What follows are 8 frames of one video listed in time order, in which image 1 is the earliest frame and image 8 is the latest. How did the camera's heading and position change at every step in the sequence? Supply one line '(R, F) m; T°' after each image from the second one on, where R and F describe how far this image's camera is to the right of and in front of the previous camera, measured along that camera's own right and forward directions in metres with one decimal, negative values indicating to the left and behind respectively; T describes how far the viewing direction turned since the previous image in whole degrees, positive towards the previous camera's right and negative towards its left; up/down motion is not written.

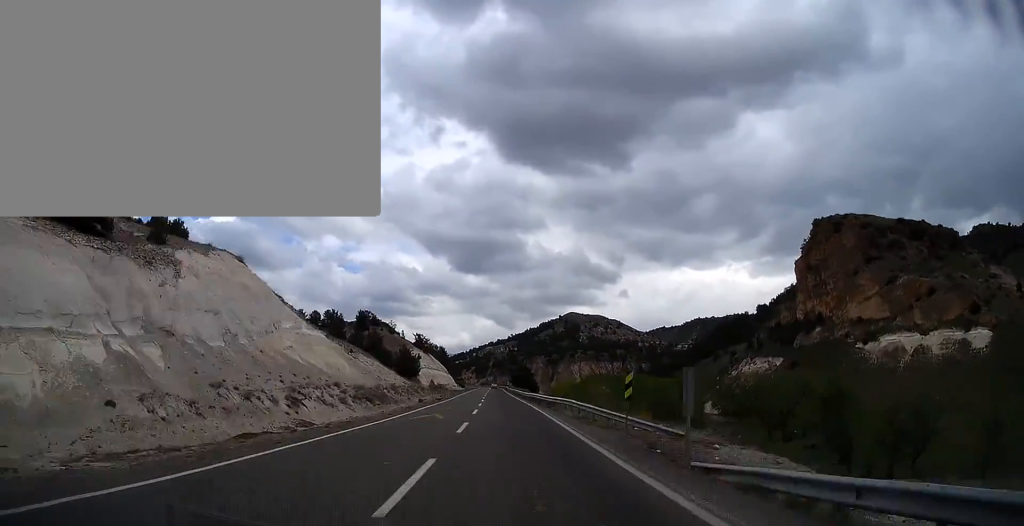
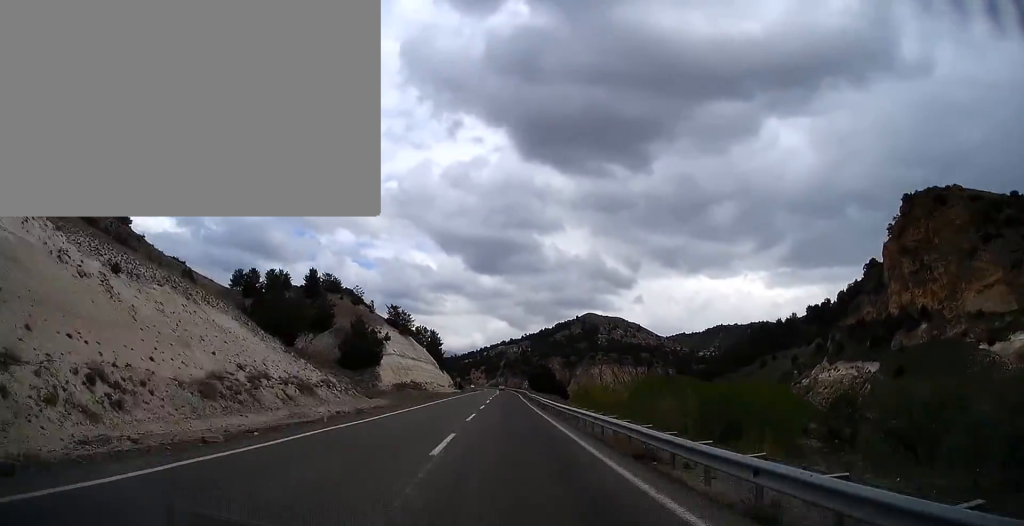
(+0.8, +66.1) m; 0°
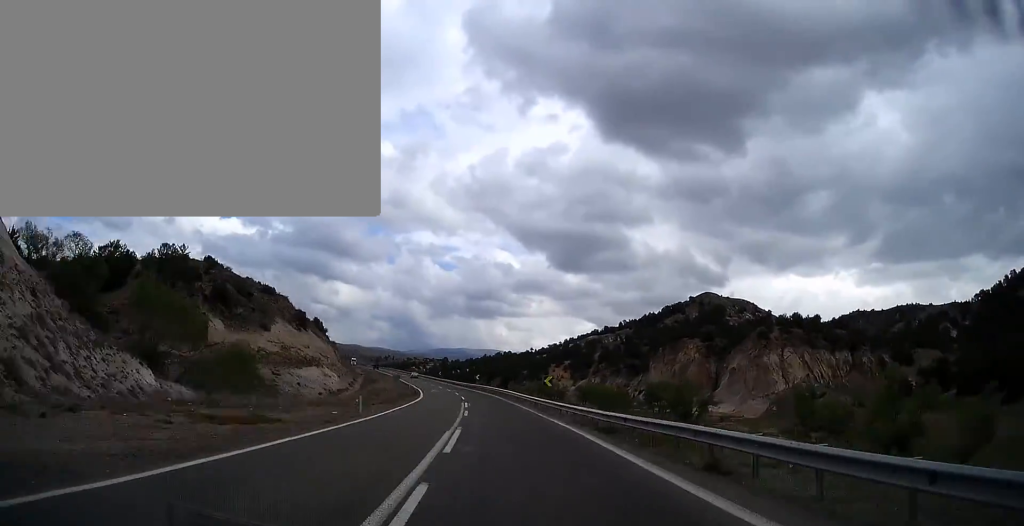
(-18.3, +269.3) m; -14°
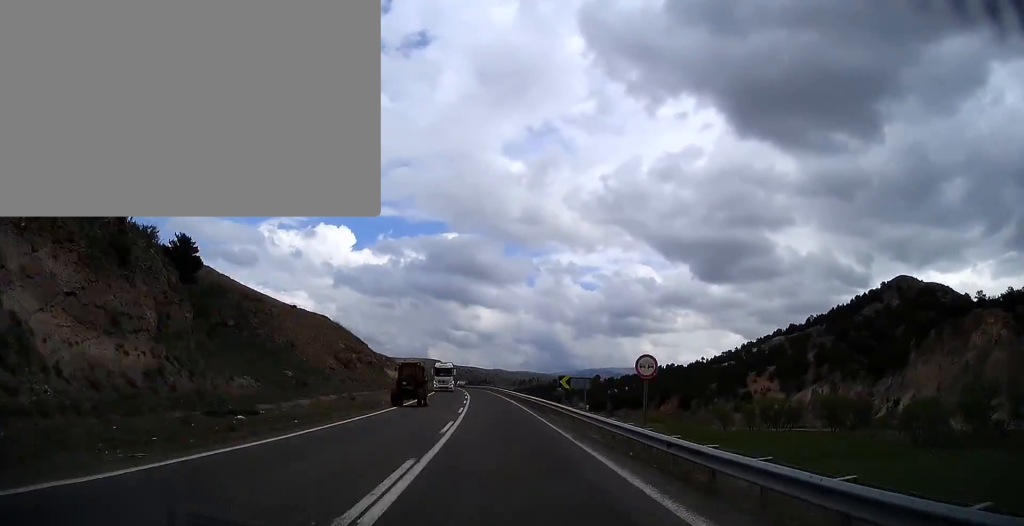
(-17.8, +150.6) m; -10°
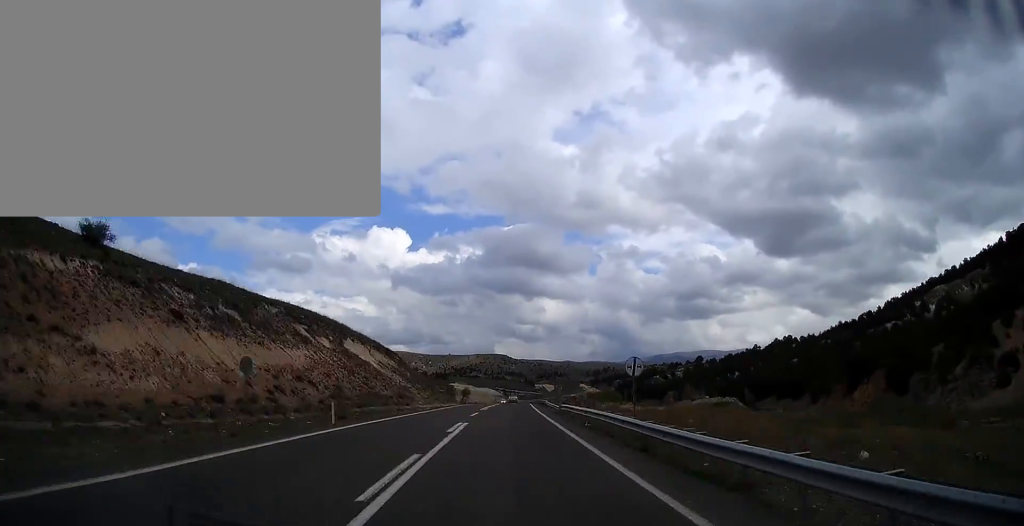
(-9.3, +164.5) m; -3°
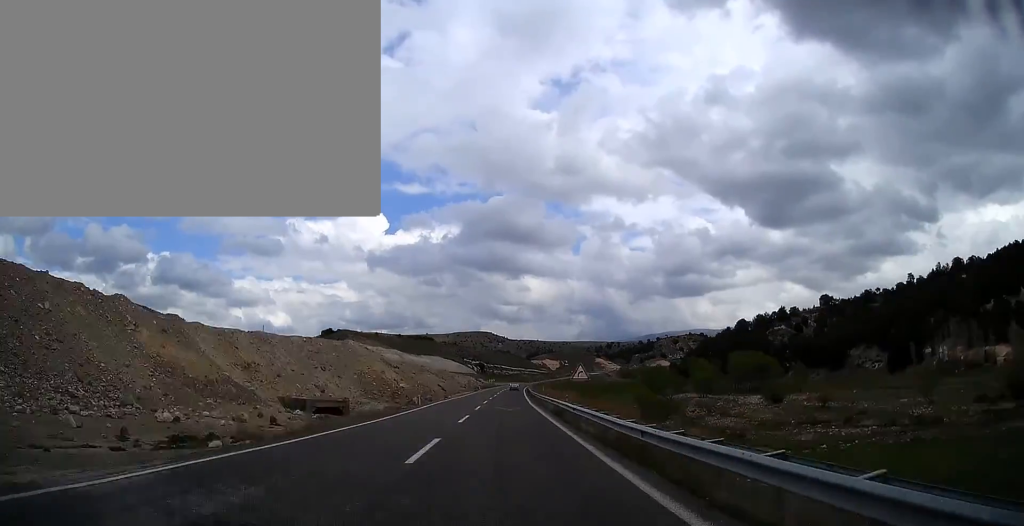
(+3.4, +313.2) m; +3°
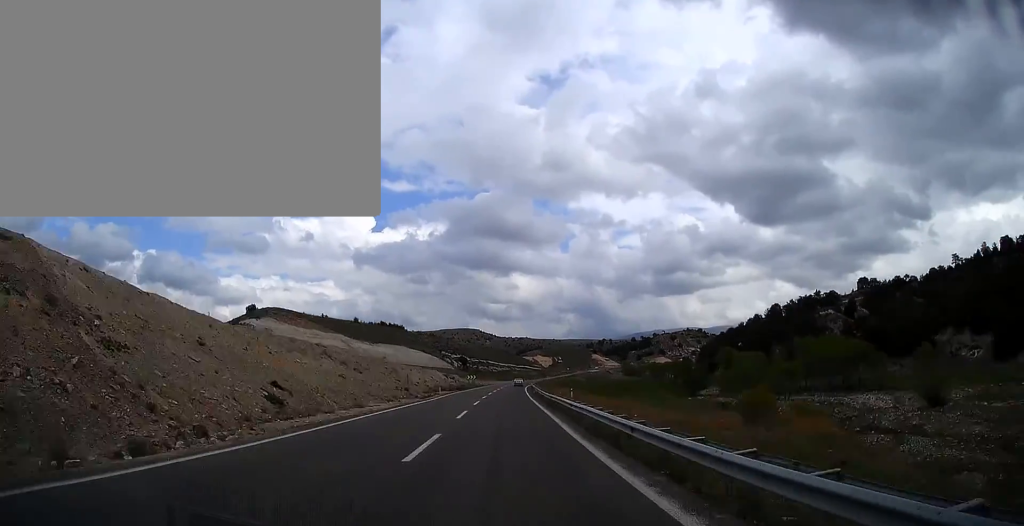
(-0.2, +61.5) m; +2°
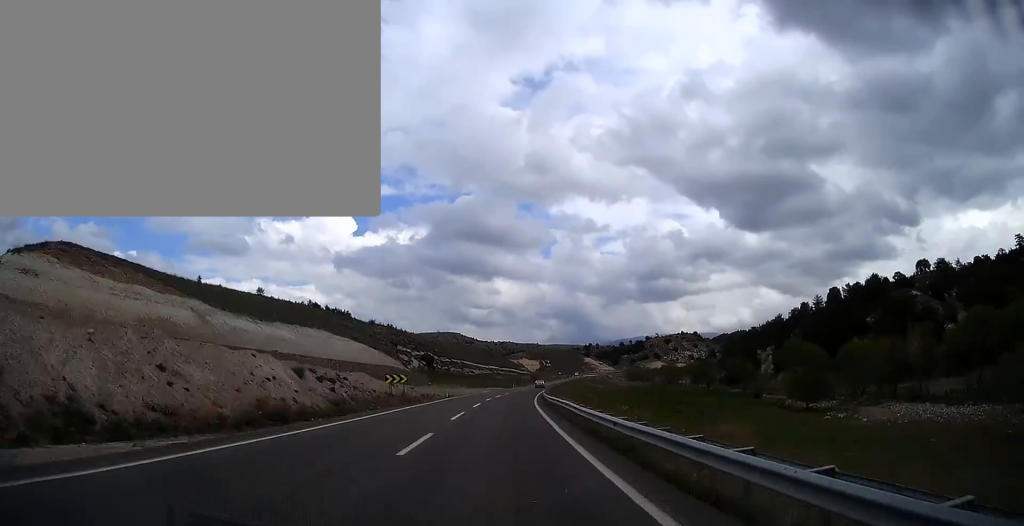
(0.0, +70.5) m; +2°
